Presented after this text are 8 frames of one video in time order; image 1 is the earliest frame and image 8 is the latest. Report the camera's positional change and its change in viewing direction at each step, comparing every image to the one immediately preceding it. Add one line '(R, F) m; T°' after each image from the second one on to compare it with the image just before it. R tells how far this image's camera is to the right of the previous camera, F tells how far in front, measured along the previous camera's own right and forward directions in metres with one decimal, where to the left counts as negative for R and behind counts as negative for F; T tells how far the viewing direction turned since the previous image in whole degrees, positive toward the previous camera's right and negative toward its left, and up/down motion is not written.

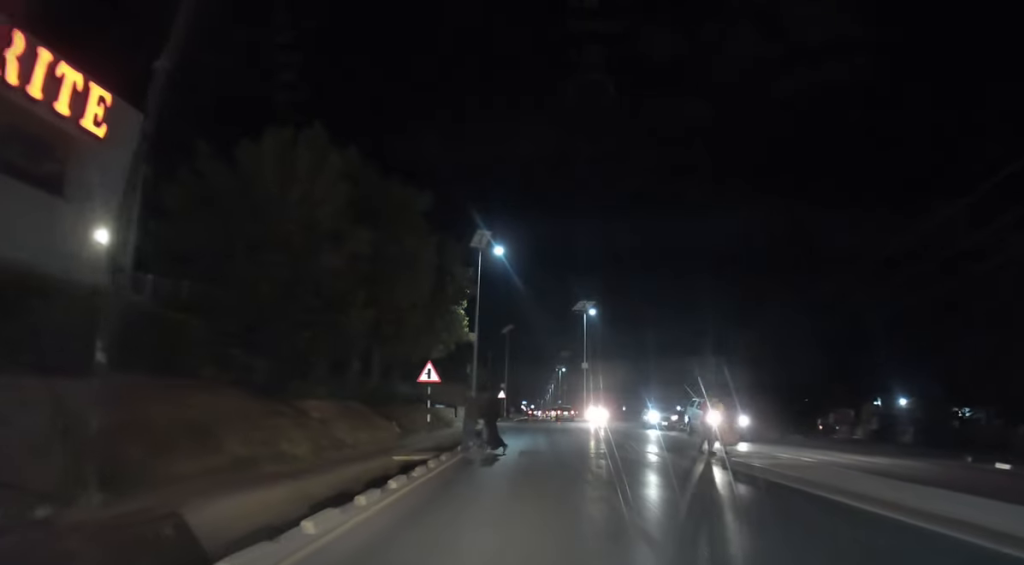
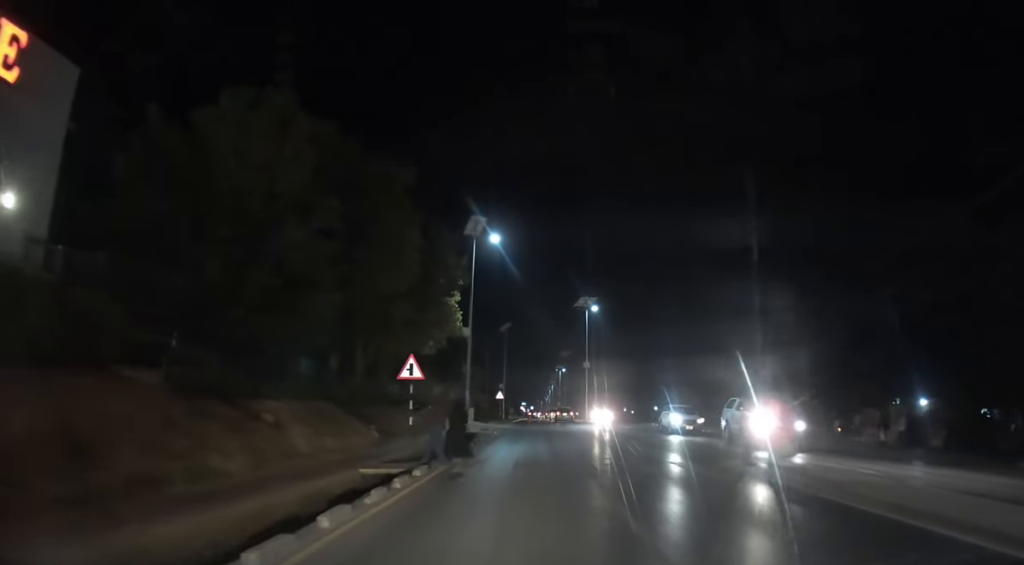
(+0.1, +3.7) m; 0°
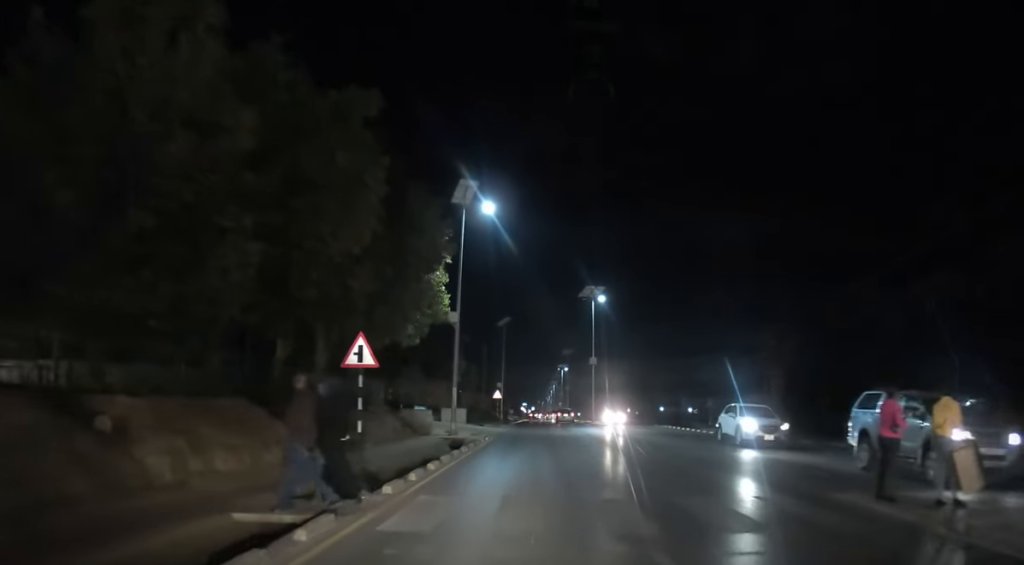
(+0.2, +6.5) m; 0°
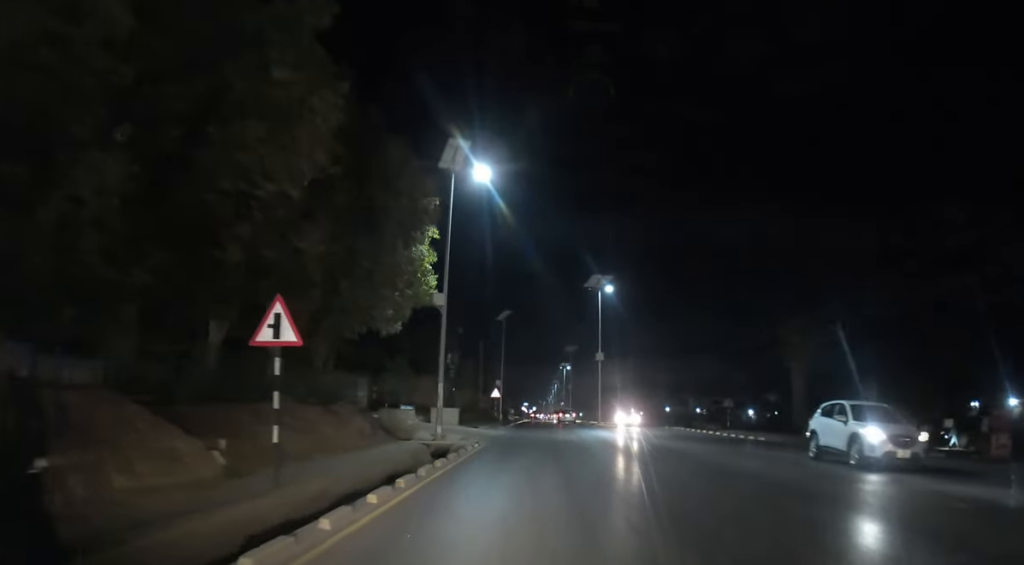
(-0.2, +5.2) m; -1°
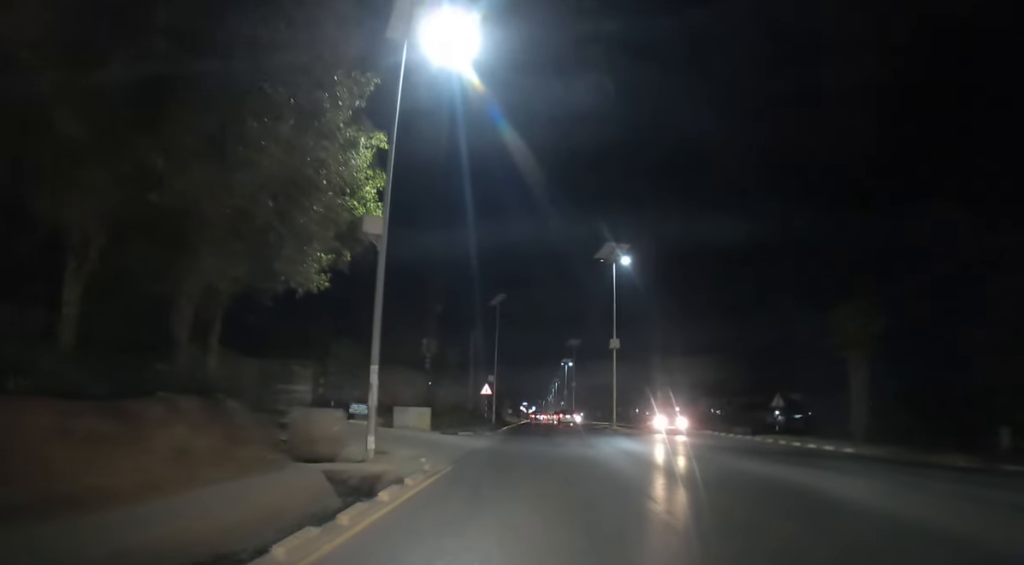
(0.0, +11.0) m; 0°
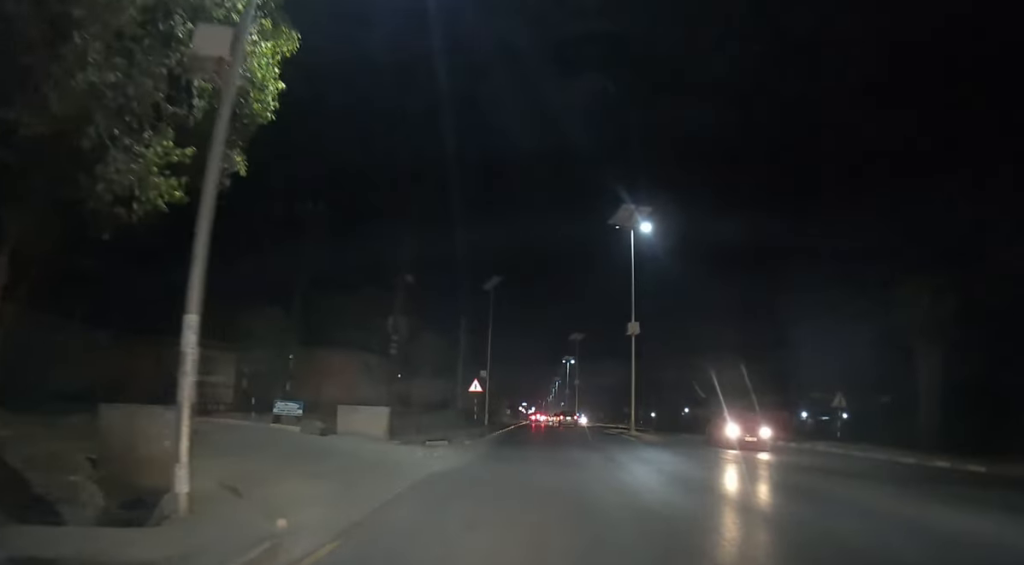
(0.0, +9.0) m; 0°
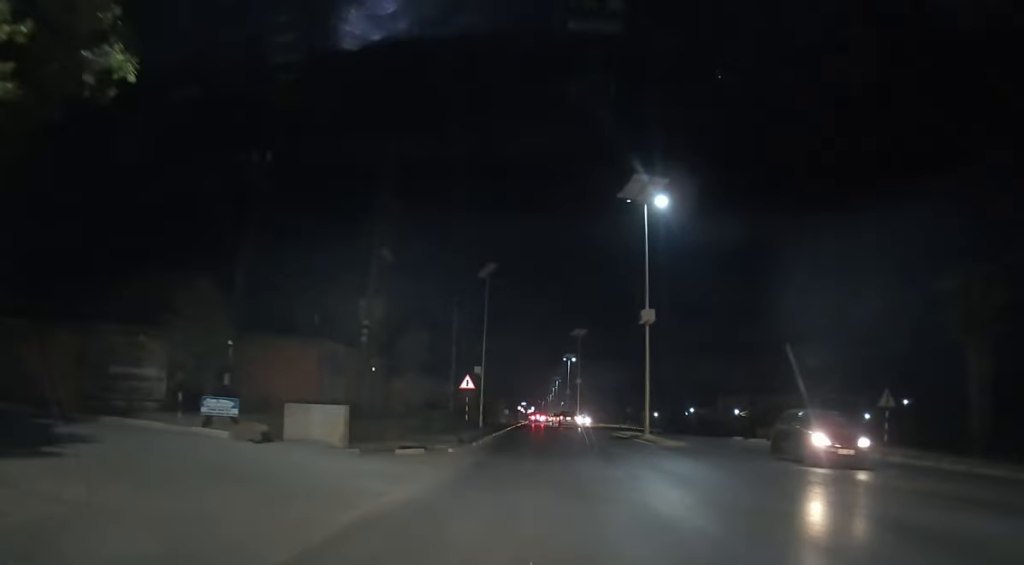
(0.0, +4.8) m; 0°
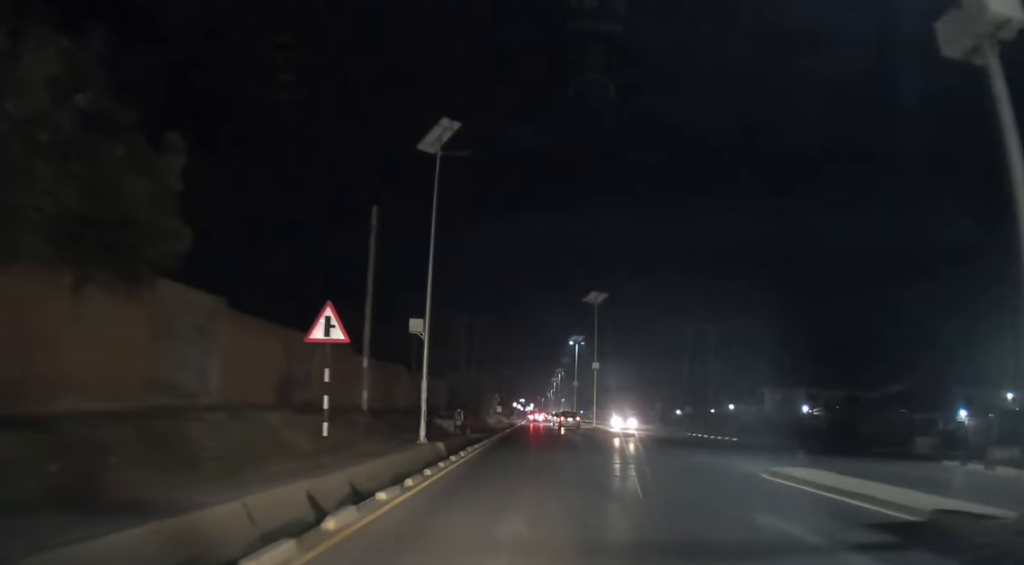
(0.0, +26.3) m; 0°
